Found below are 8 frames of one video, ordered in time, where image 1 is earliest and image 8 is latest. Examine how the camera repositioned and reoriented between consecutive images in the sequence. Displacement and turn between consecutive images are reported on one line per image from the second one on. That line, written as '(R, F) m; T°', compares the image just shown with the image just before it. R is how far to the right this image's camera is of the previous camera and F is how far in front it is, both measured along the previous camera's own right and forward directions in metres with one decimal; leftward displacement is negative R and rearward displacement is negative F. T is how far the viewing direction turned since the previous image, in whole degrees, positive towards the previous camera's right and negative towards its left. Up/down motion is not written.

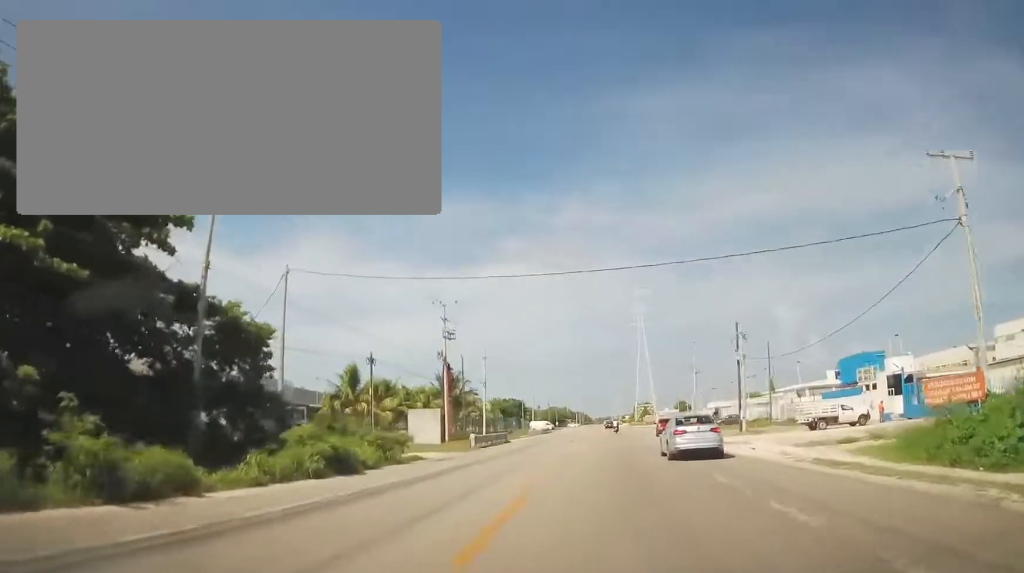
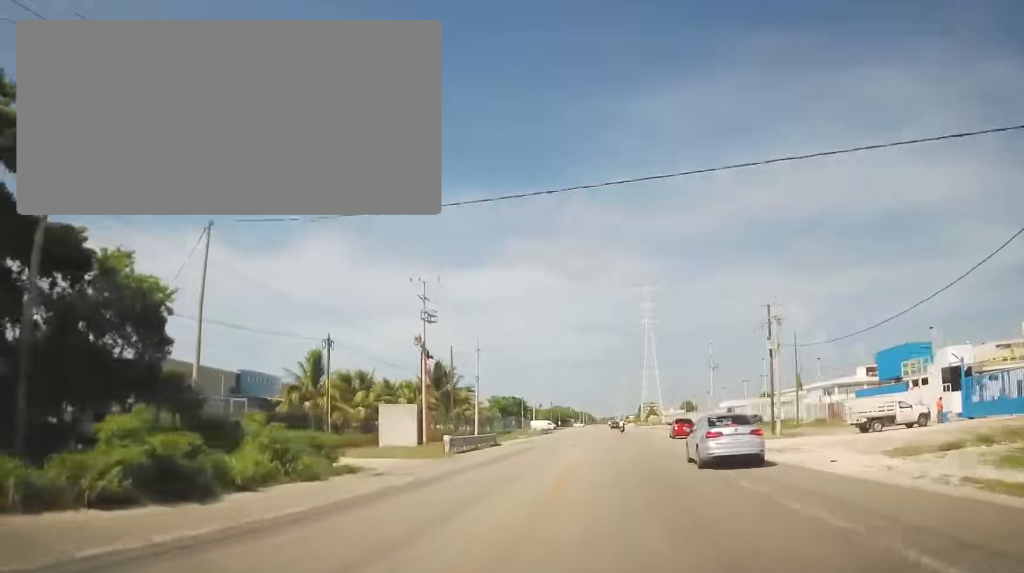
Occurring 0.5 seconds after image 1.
(+0.1, +8.1) m; +1°
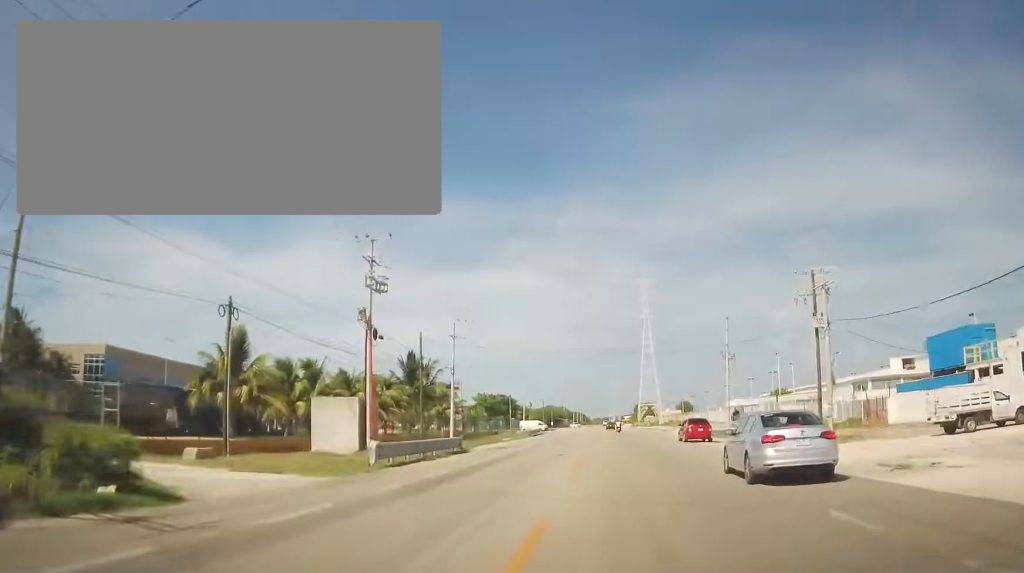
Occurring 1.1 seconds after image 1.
(+0.2, +10.1) m; +1°
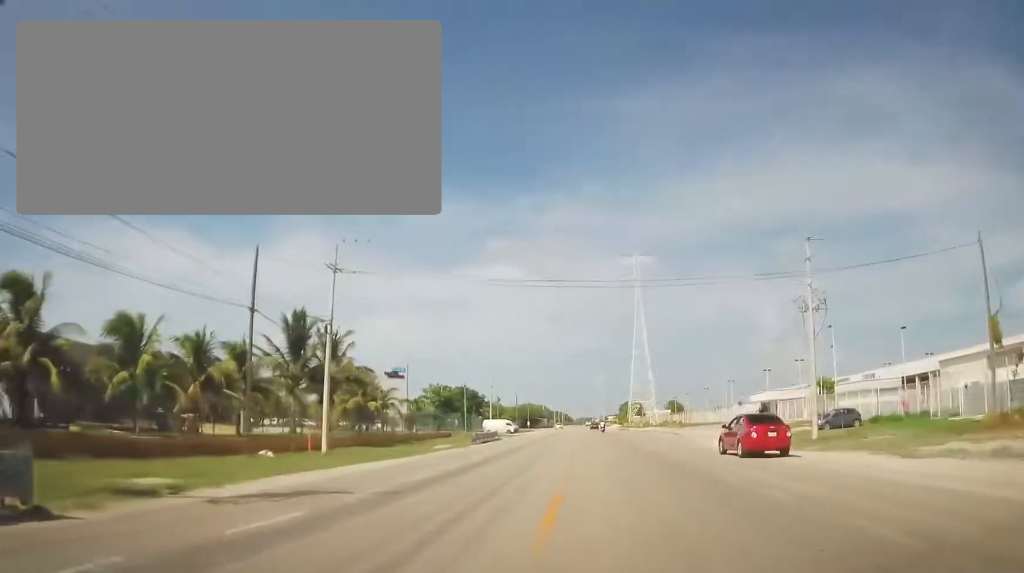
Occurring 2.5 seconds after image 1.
(+0.2, +25.7) m; +1°
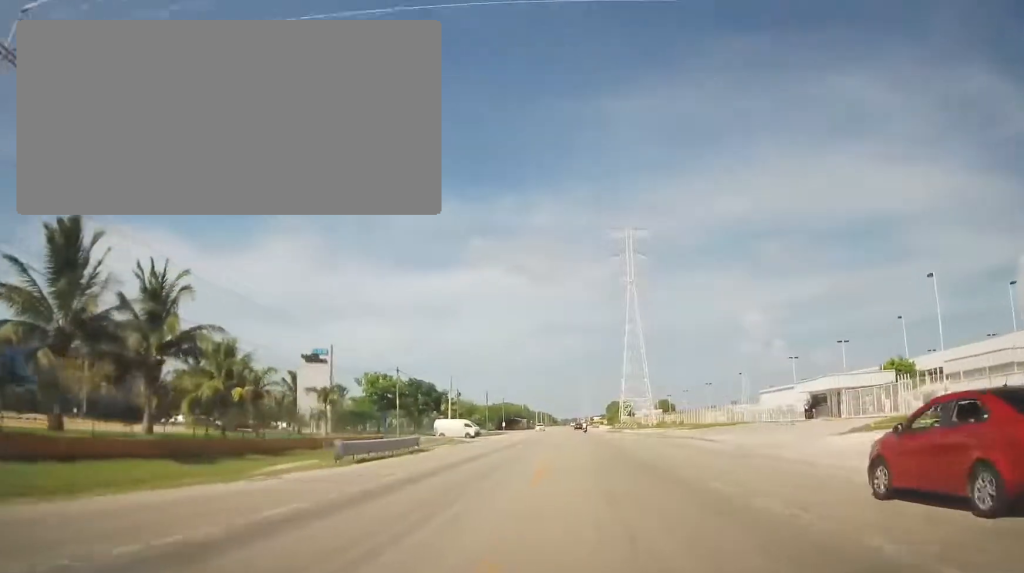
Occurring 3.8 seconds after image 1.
(+0.2, +22.3) m; 0°
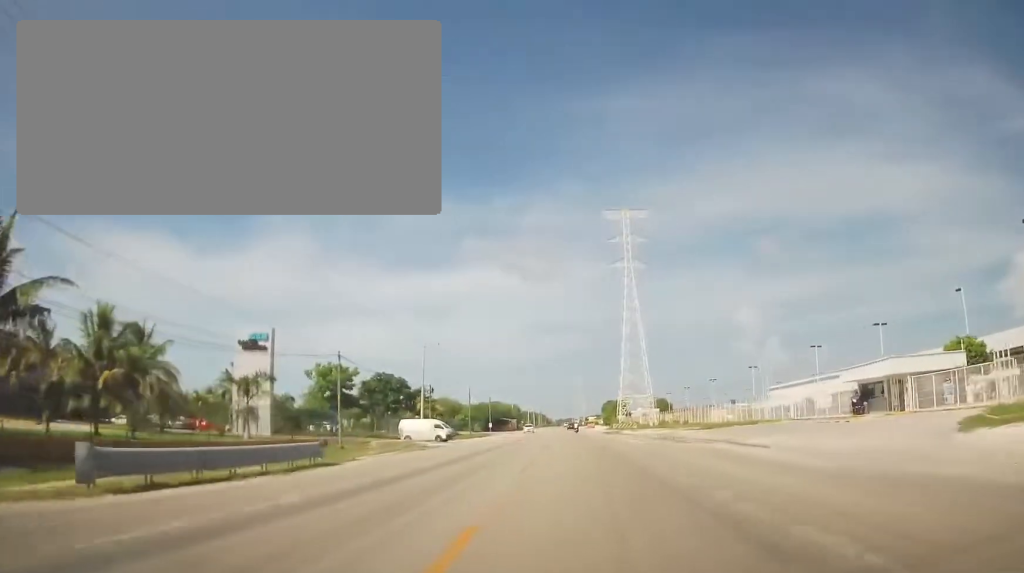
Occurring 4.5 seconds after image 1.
(0.0, +11.8) m; +1°
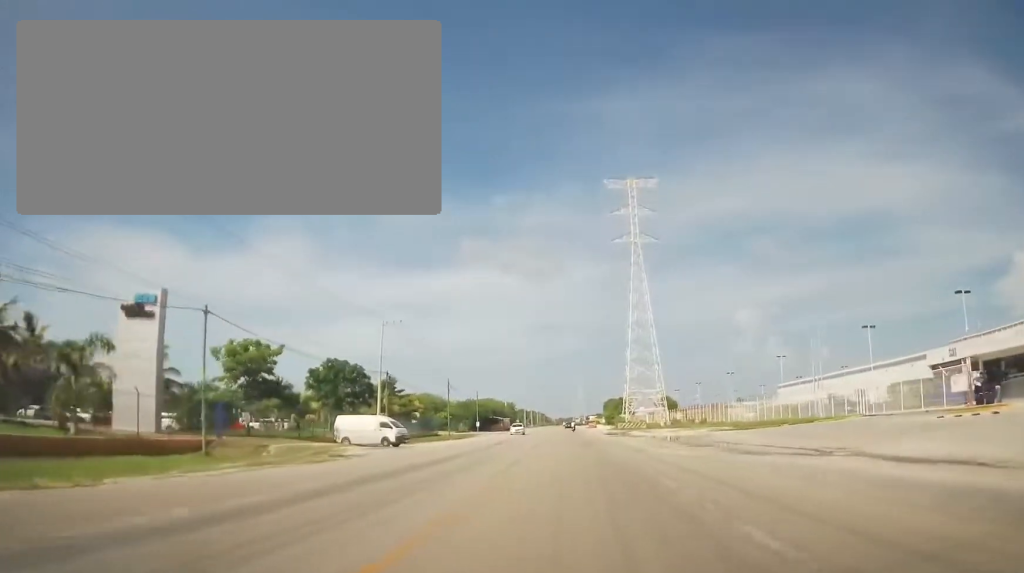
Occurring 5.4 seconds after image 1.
(+0.1, +16.0) m; +1°
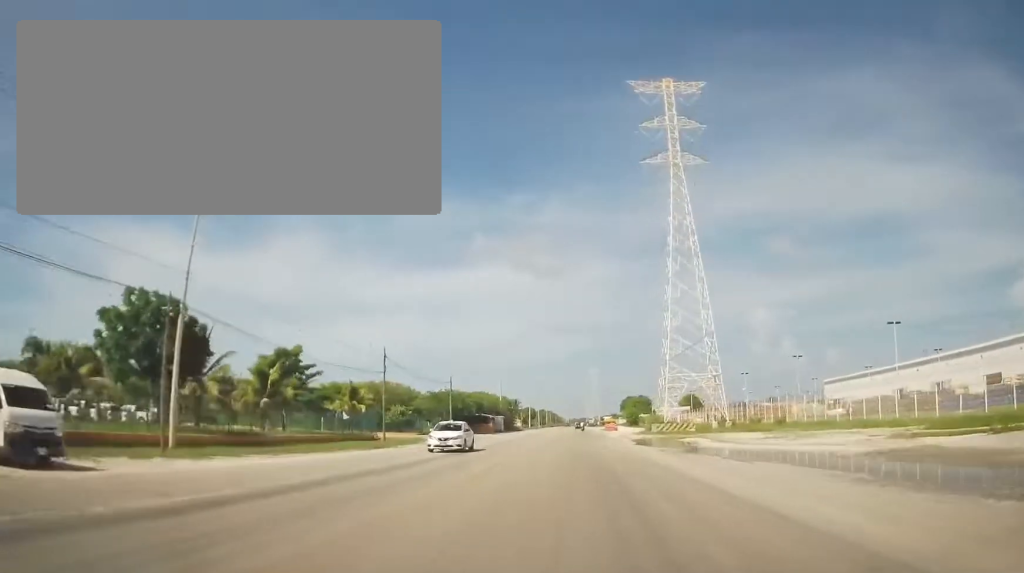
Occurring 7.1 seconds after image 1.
(-0.2, +32.8) m; -2°
